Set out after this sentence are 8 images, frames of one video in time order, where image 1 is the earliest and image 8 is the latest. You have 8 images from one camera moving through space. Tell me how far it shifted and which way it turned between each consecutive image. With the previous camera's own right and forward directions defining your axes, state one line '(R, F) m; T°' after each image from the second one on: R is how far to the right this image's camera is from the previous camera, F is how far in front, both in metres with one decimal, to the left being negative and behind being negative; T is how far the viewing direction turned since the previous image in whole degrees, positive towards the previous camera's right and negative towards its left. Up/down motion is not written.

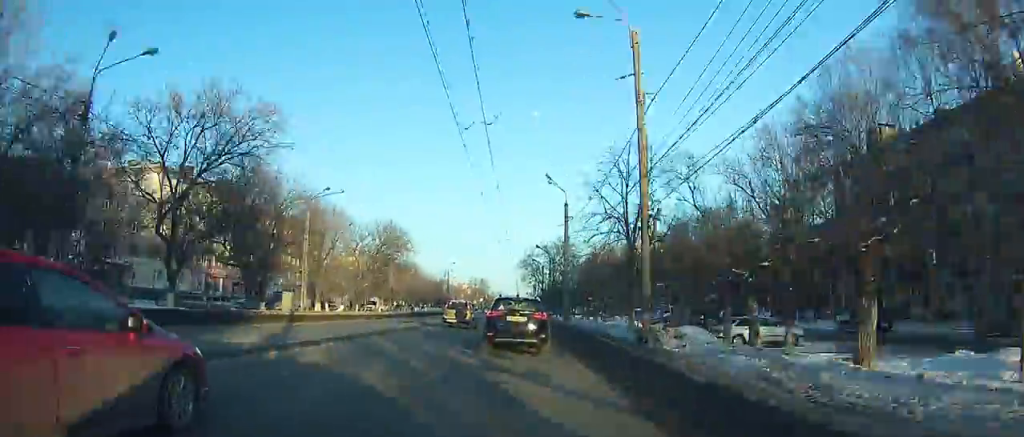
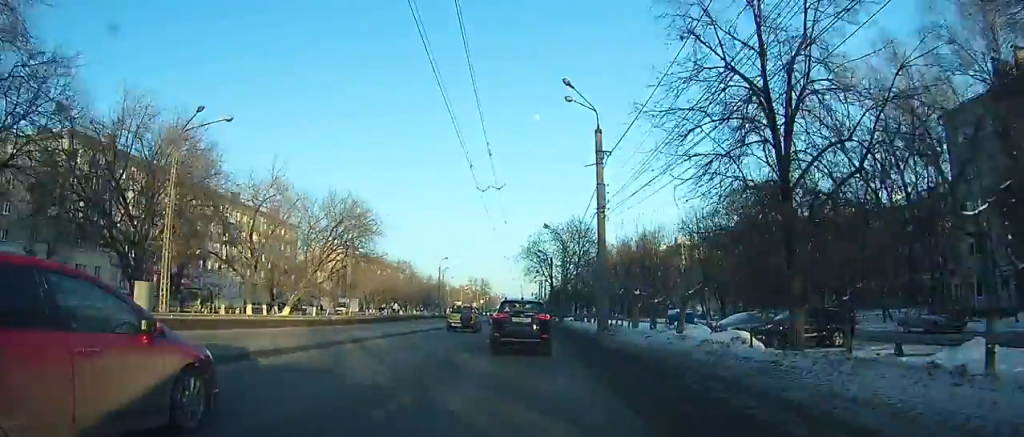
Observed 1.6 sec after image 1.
(+0.2, +18.1) m; +1°
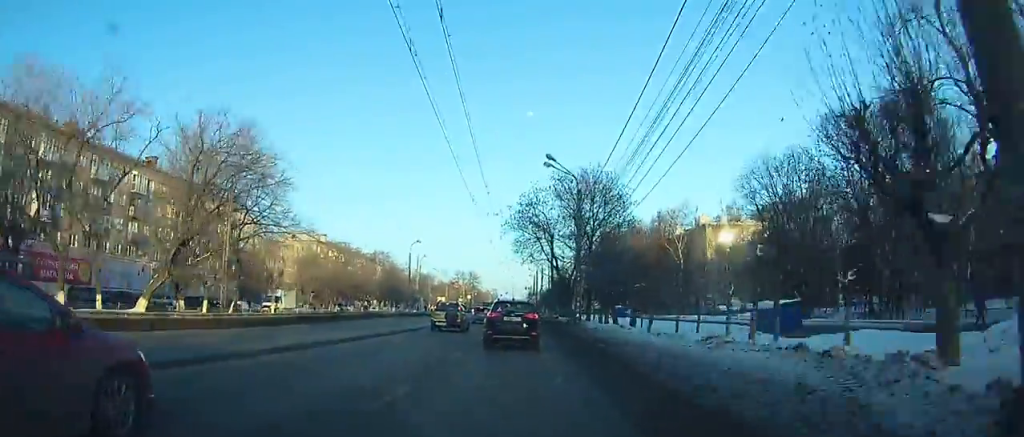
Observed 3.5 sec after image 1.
(0.0, +21.4) m; +2°
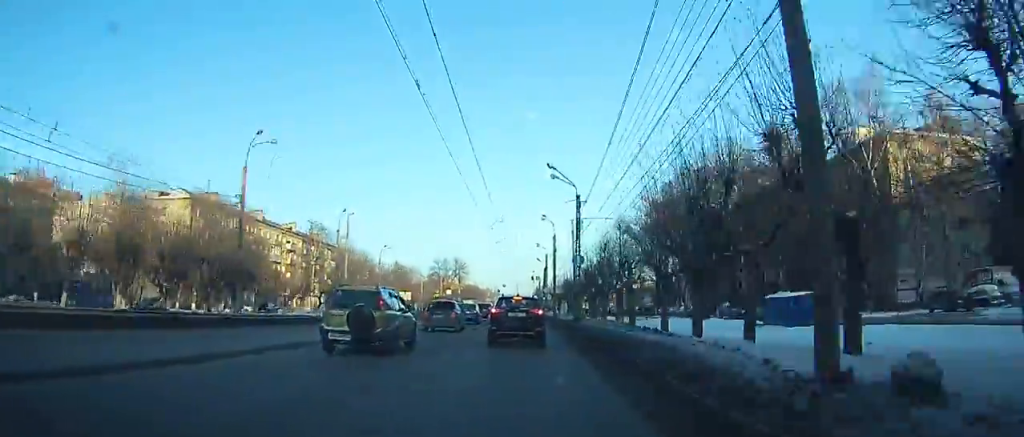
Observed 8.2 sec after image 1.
(-1.5, +53.1) m; -5°
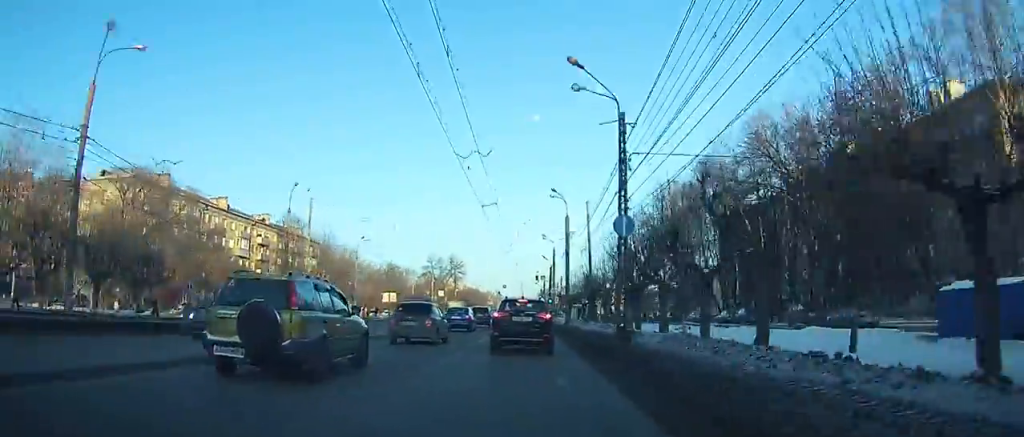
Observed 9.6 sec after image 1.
(-0.8, +15.5) m; -2°
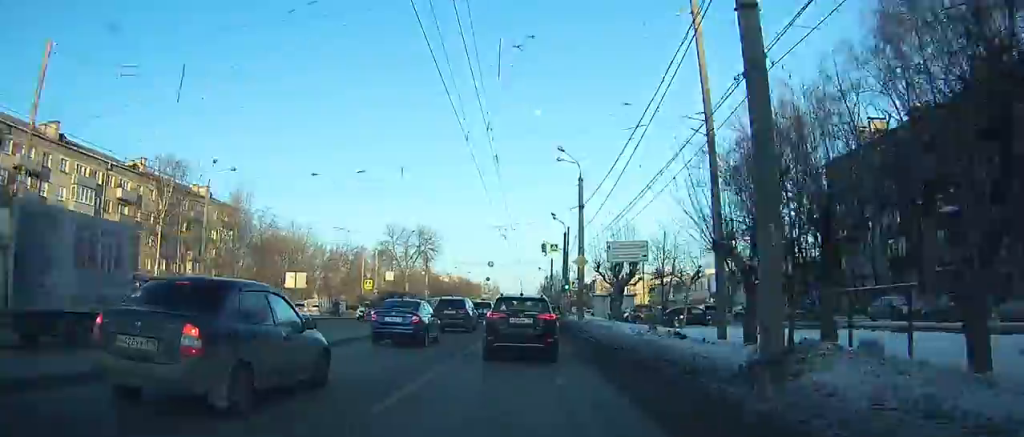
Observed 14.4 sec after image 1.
(+1.3, +43.9) m; +3°
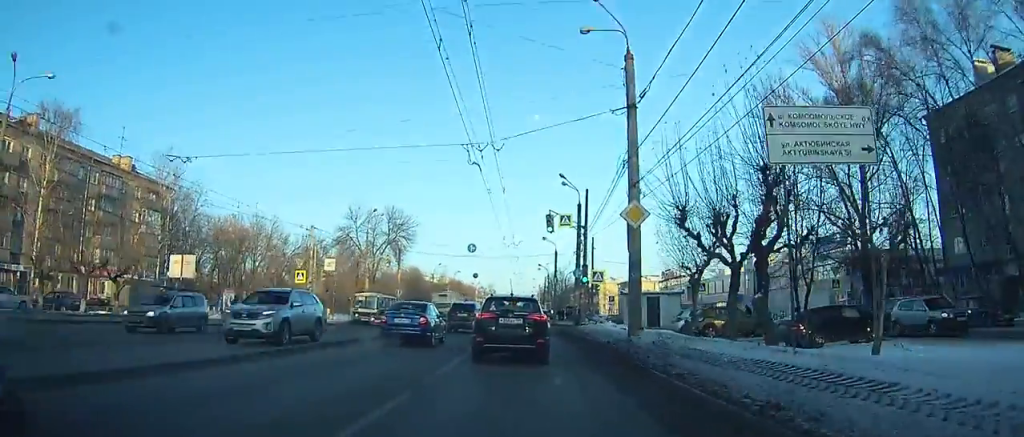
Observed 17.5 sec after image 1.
(+0.3, +22.4) m; 0°
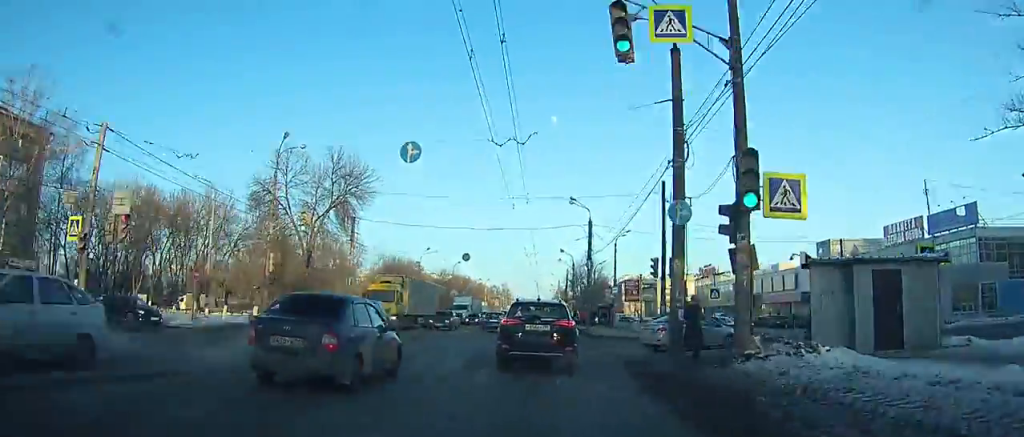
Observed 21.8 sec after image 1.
(-0.4, +27.9) m; -2°
